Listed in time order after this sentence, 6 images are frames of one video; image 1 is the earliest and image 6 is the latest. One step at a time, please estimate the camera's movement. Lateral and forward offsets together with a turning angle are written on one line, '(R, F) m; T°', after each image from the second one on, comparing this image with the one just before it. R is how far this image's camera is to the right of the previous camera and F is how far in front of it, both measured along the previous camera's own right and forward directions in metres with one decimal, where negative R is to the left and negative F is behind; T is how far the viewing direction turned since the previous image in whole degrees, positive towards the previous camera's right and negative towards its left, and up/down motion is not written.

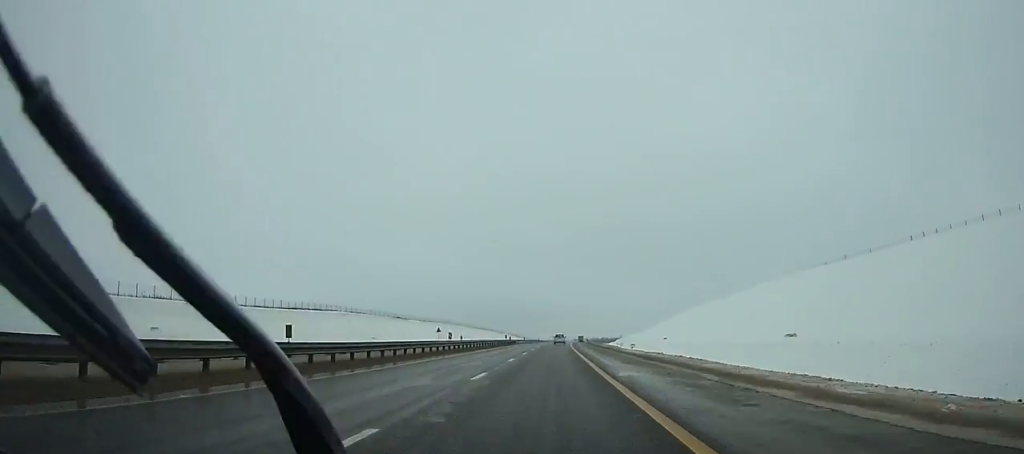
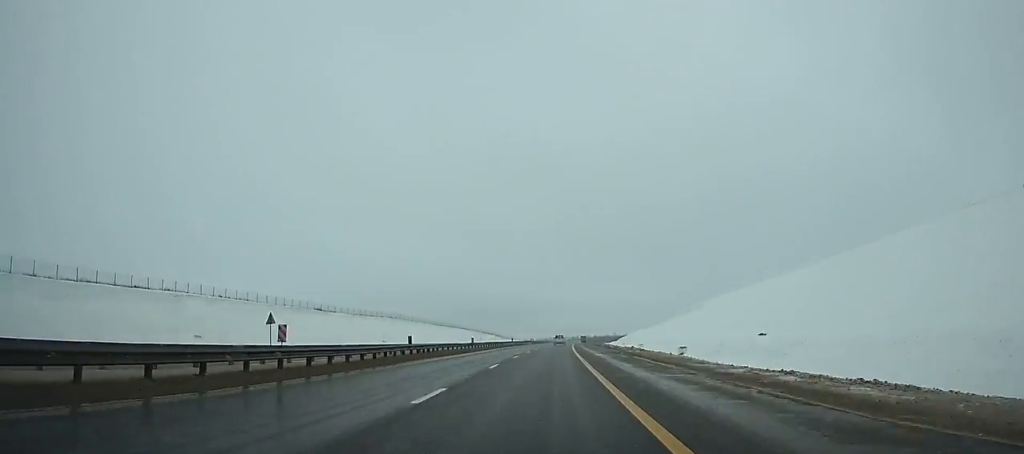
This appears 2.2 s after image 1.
(+1.0, +64.3) m; +1°
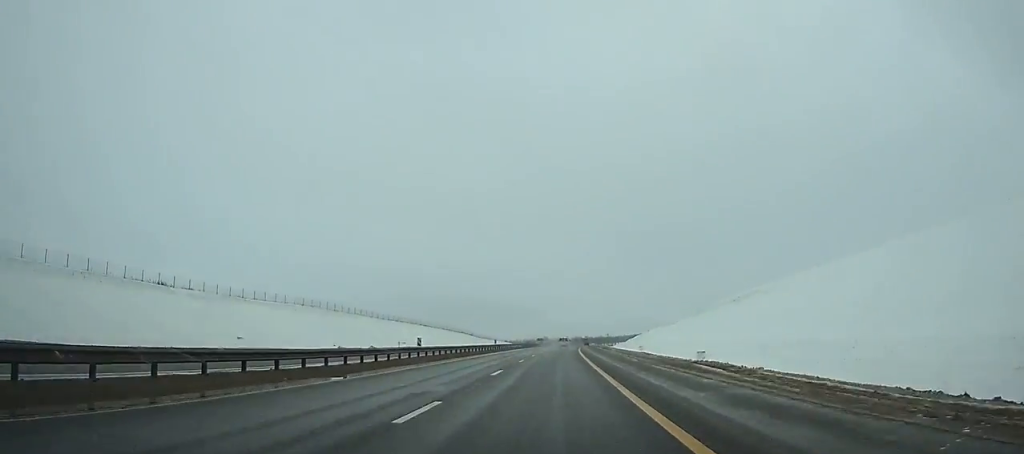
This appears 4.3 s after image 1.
(+0.8, +61.9) m; +2°
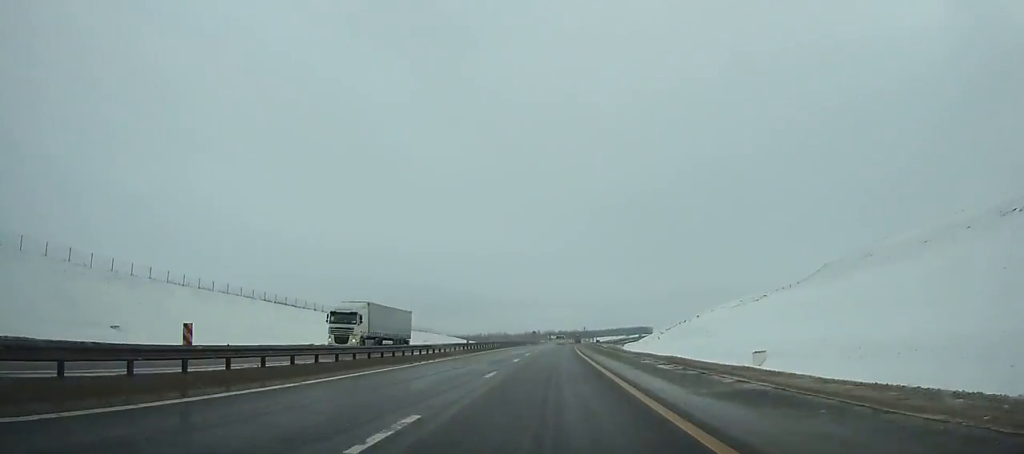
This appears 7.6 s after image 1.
(+2.3, +98.2) m; +3°
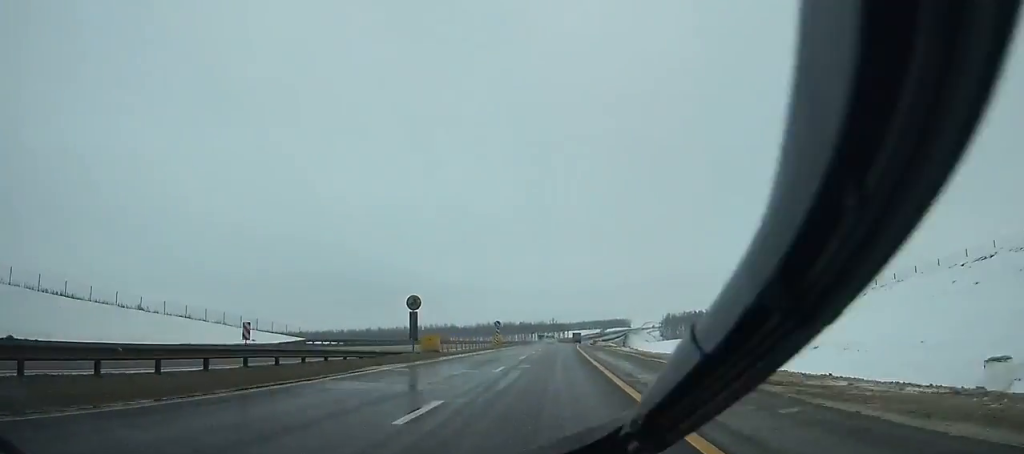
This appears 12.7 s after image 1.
(+4.8, +154.3) m; +4°
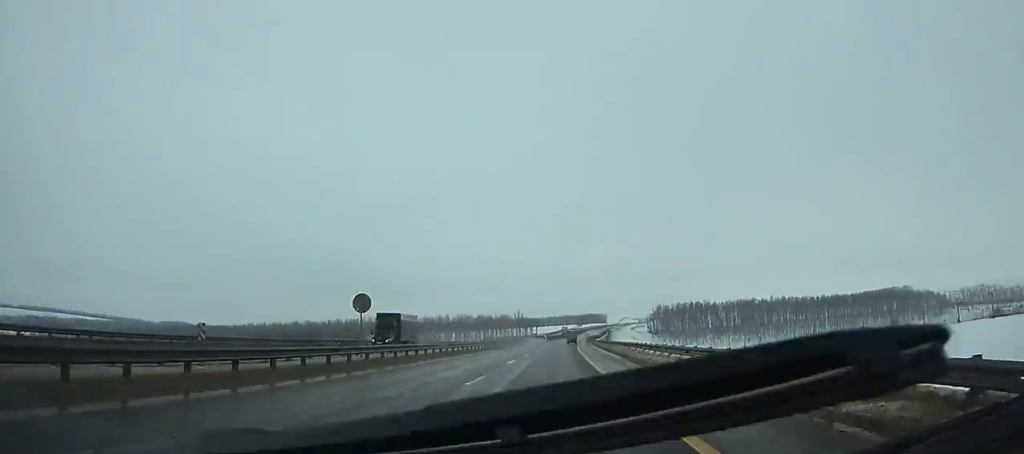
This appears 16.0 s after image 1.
(+2.4, +101.3) m; +2°
